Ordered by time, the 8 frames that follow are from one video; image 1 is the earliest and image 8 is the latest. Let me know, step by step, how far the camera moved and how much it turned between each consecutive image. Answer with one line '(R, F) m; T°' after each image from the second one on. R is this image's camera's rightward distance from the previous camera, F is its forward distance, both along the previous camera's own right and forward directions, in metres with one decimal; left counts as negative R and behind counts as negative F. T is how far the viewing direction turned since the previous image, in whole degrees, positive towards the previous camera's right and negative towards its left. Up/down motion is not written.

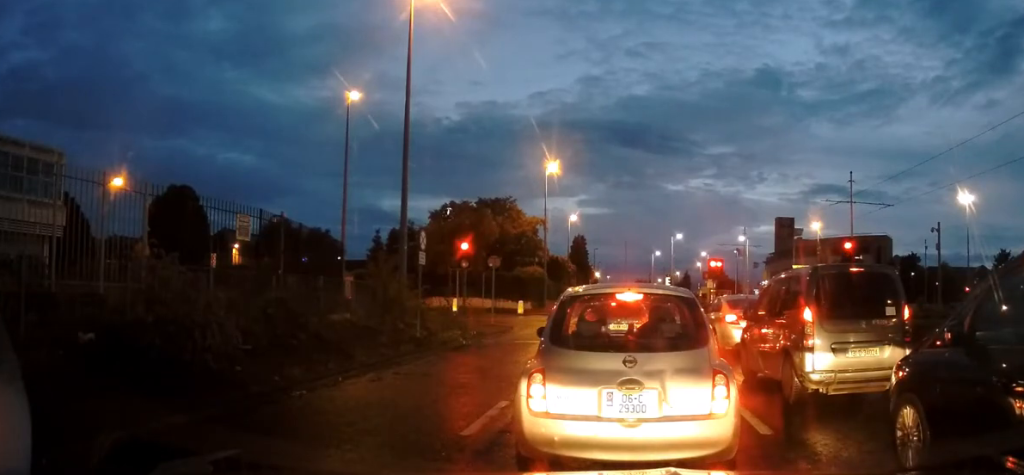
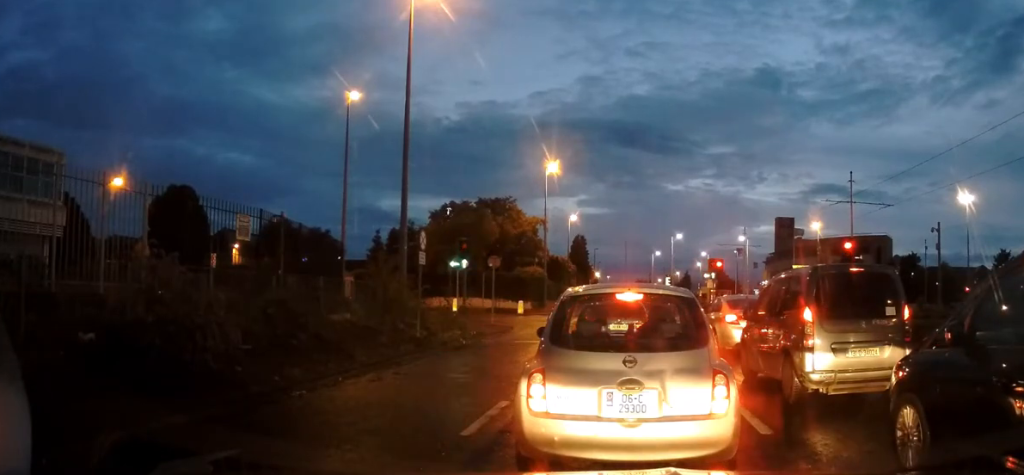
(0.0, 0.0) m; 0°
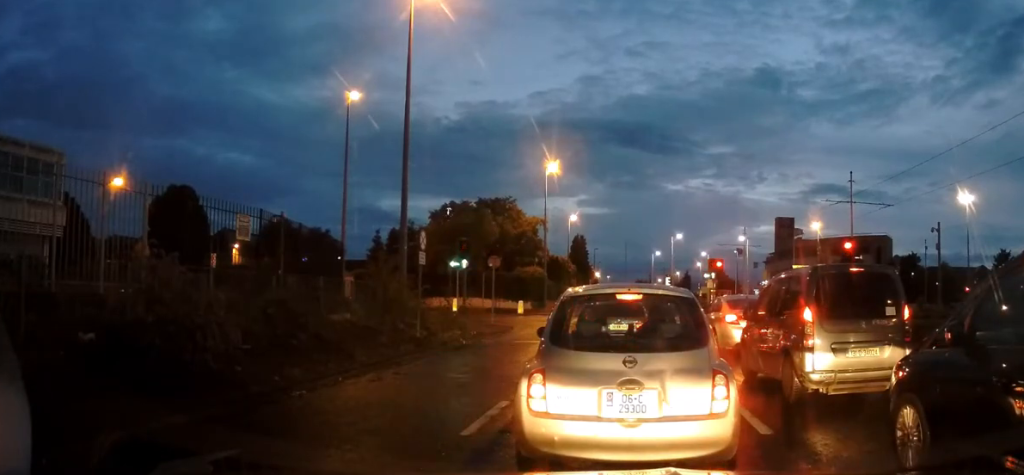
(0.0, 0.0) m; 0°
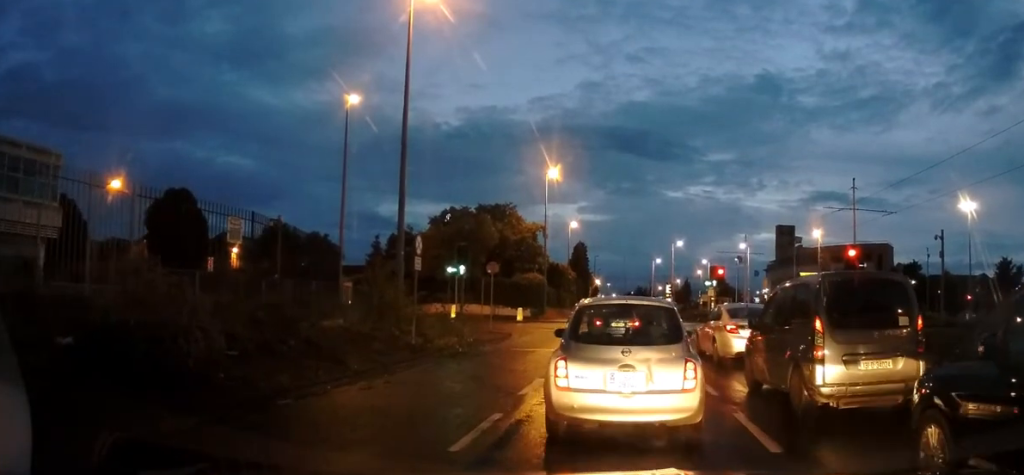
(+0.1, +0.6) m; 0°
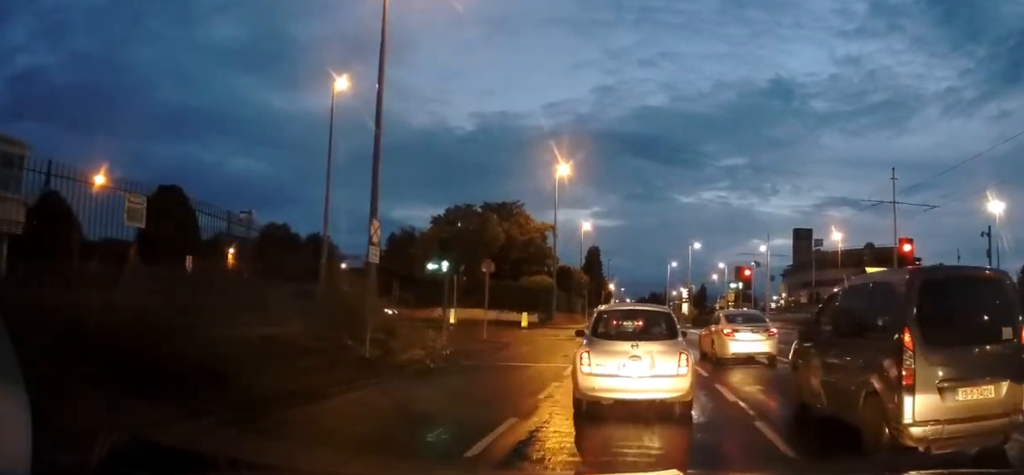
(-0.1, +4.0) m; -4°
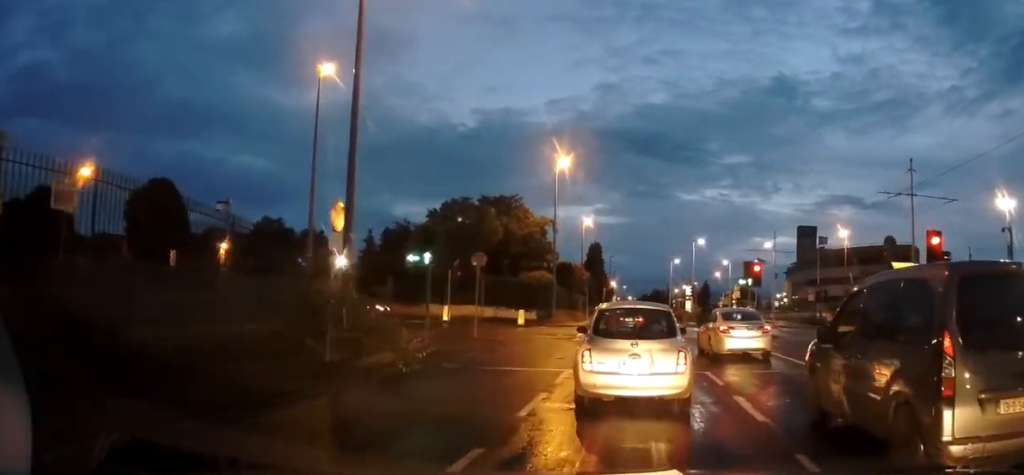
(0.0, +2.0) m; 0°
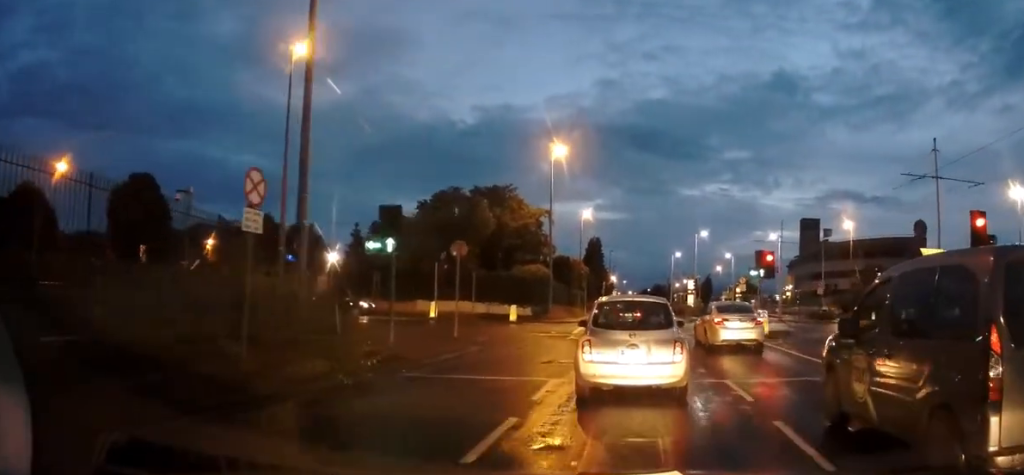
(0.0, +2.5) m; 0°
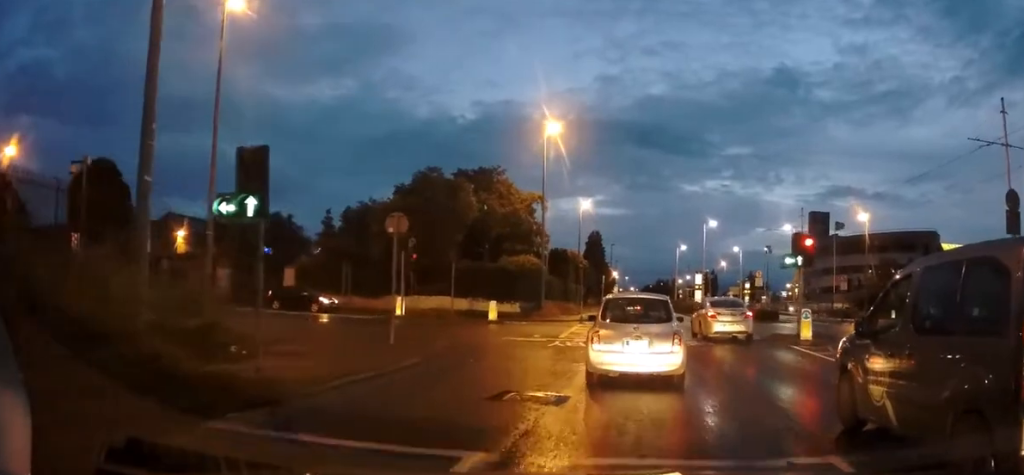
(0.0, +5.5) m; +3°
